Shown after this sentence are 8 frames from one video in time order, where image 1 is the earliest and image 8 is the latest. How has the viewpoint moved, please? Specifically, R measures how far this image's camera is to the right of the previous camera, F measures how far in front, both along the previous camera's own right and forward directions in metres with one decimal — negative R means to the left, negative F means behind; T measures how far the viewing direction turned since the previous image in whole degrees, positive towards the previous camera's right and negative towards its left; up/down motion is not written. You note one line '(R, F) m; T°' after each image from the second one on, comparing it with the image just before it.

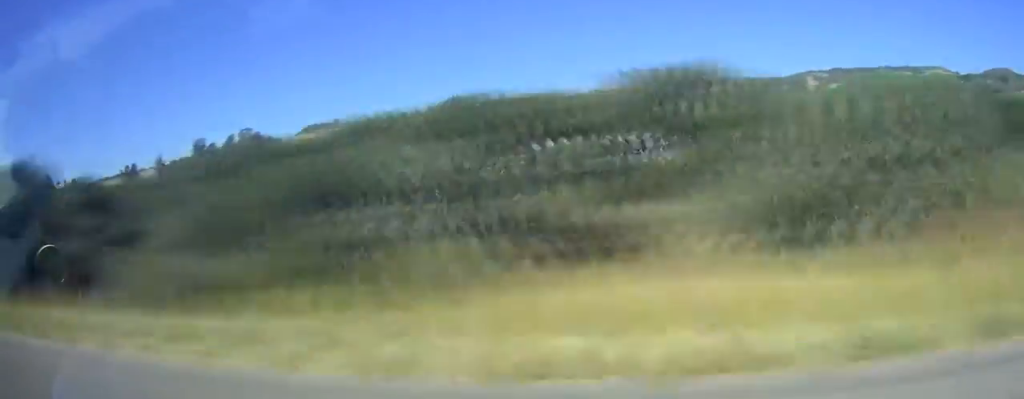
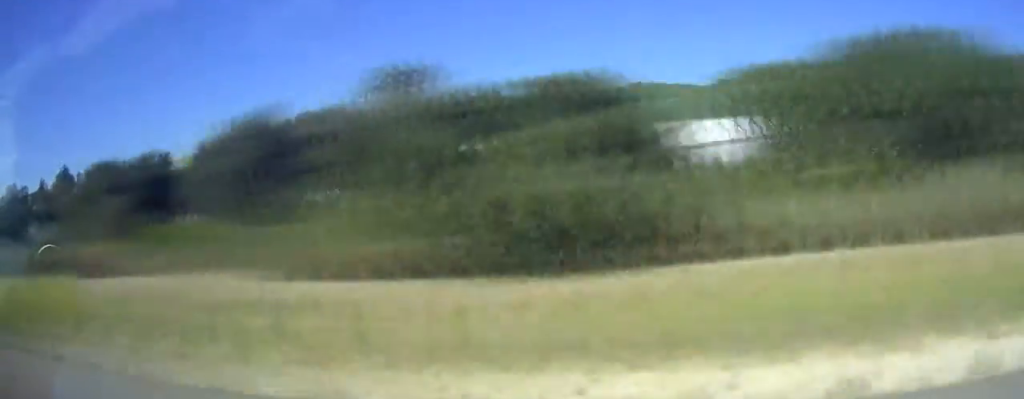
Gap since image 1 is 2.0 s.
(+0.2, +60.0) m; 0°
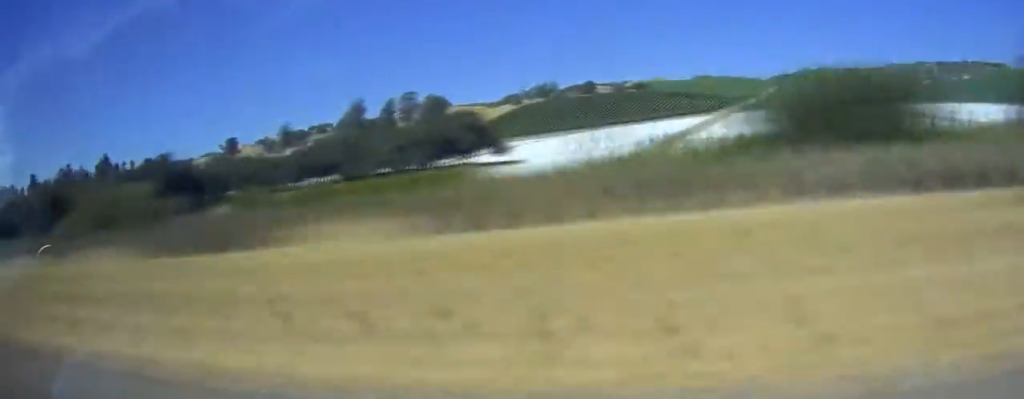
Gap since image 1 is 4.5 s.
(-0.1, +77.1) m; 0°
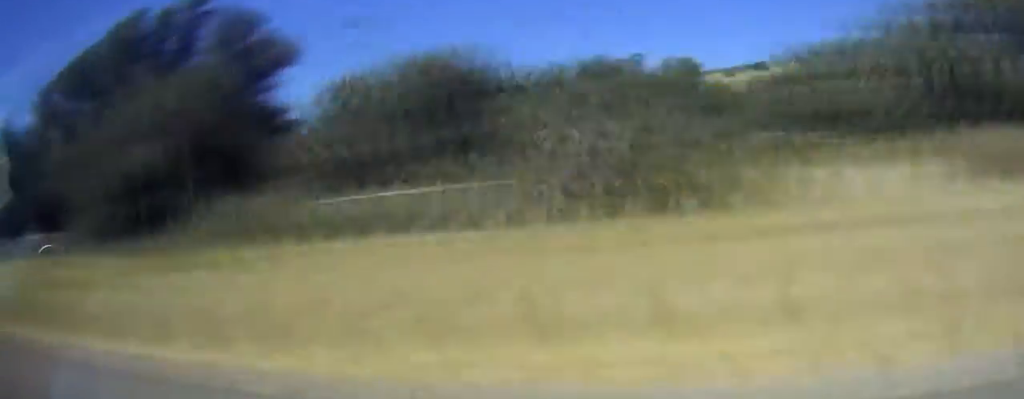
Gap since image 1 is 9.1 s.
(-0.3, +140.0) m; 0°
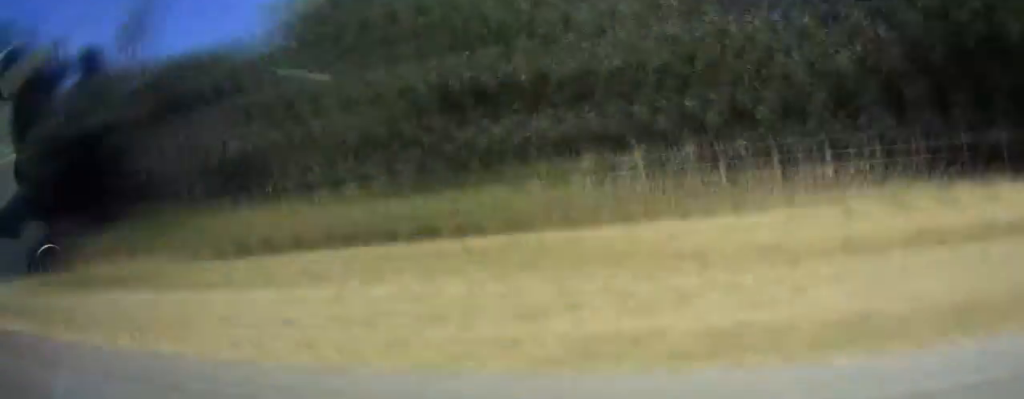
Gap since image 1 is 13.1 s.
(+0.4, +124.5) m; 0°
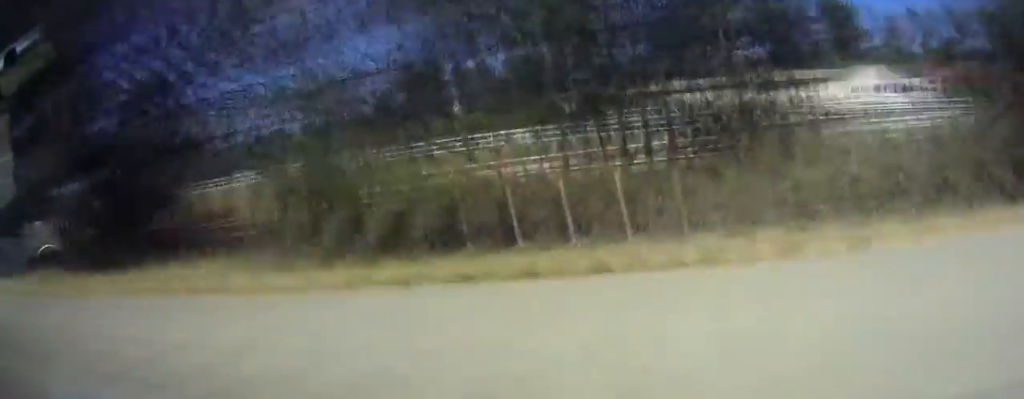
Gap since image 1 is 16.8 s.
(-0.8, +117.3) m; -1°
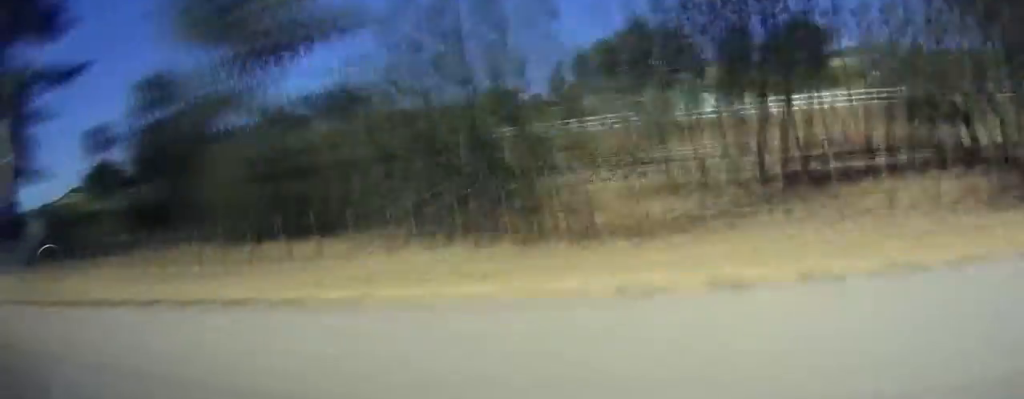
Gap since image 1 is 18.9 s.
(-0.6, +67.5) m; -1°
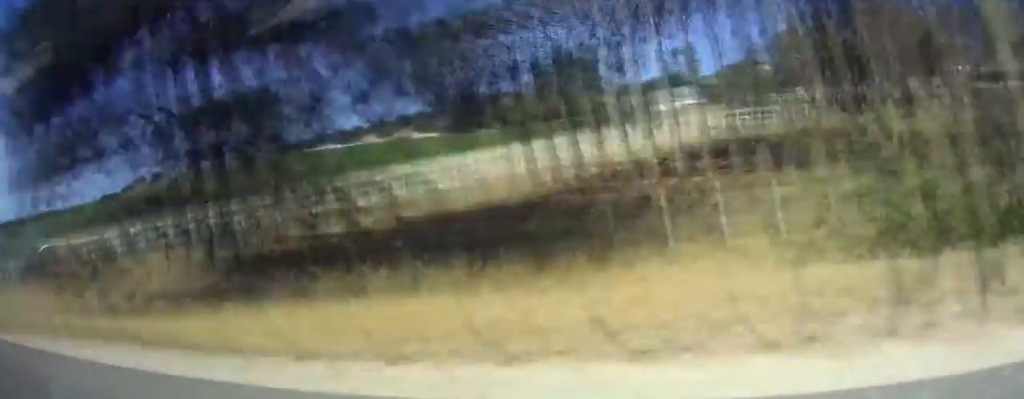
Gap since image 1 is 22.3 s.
(-0.3, +106.8) m; 0°
